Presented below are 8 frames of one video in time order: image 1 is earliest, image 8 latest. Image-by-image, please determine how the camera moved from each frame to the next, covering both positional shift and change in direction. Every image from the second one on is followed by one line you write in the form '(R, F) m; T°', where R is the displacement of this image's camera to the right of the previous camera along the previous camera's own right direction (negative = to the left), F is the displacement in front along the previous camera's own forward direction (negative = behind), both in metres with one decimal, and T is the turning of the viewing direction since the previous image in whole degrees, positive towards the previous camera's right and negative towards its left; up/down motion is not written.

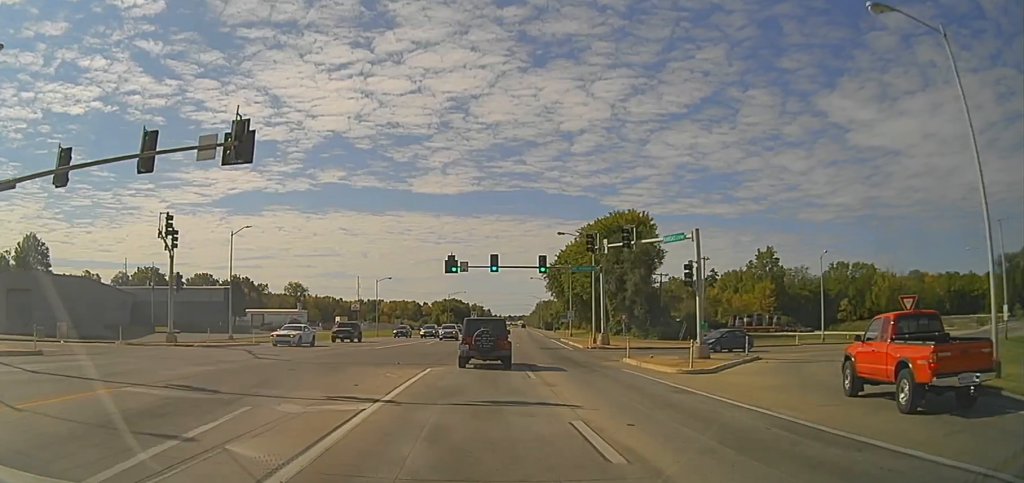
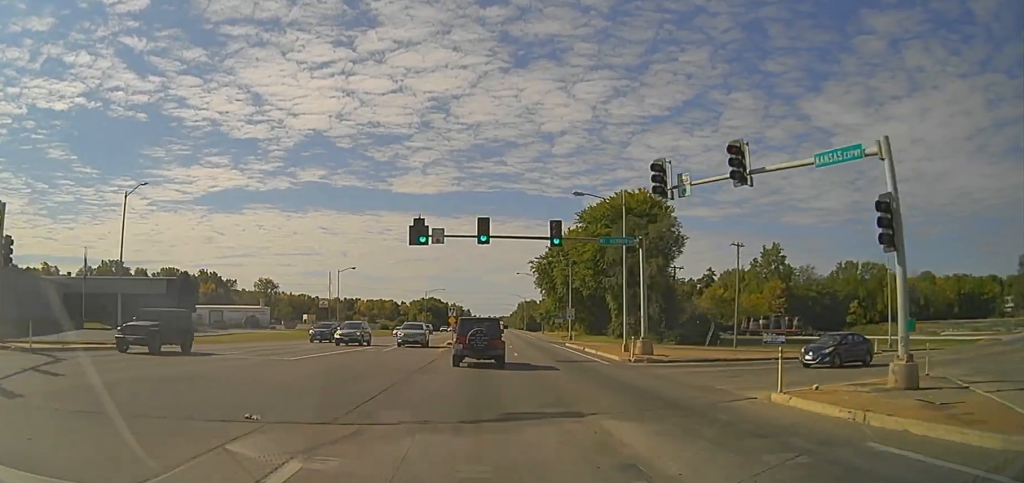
(+0.2, +15.5) m; +1°
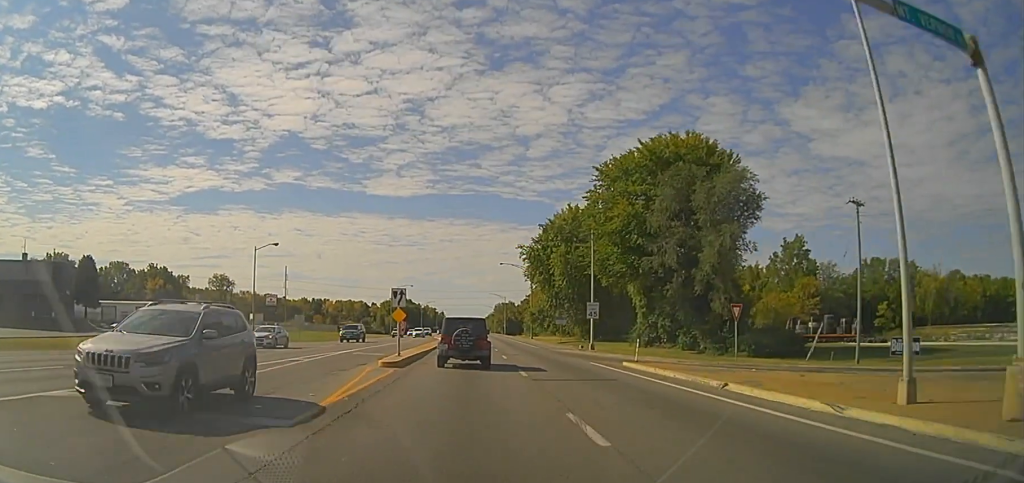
(+0.3, +26.2) m; +2°
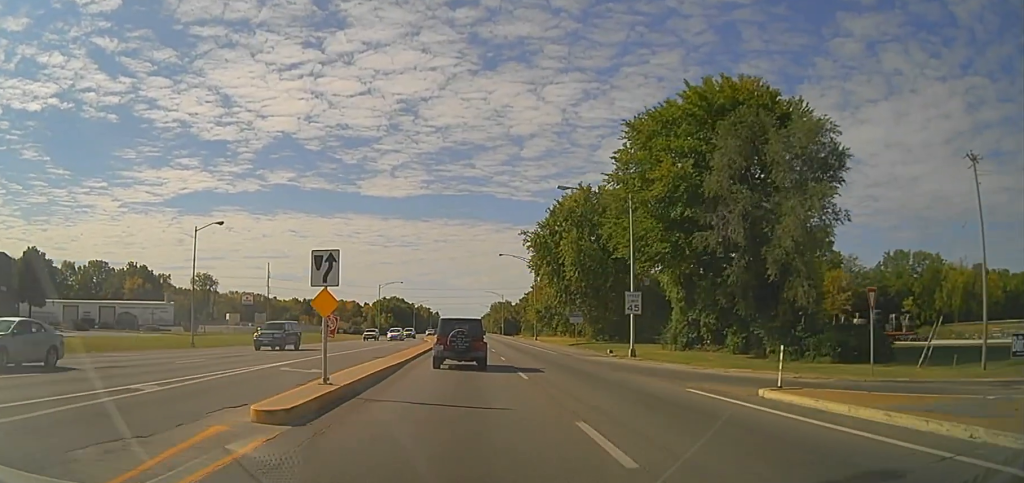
(+0.1, +13.4) m; +1°
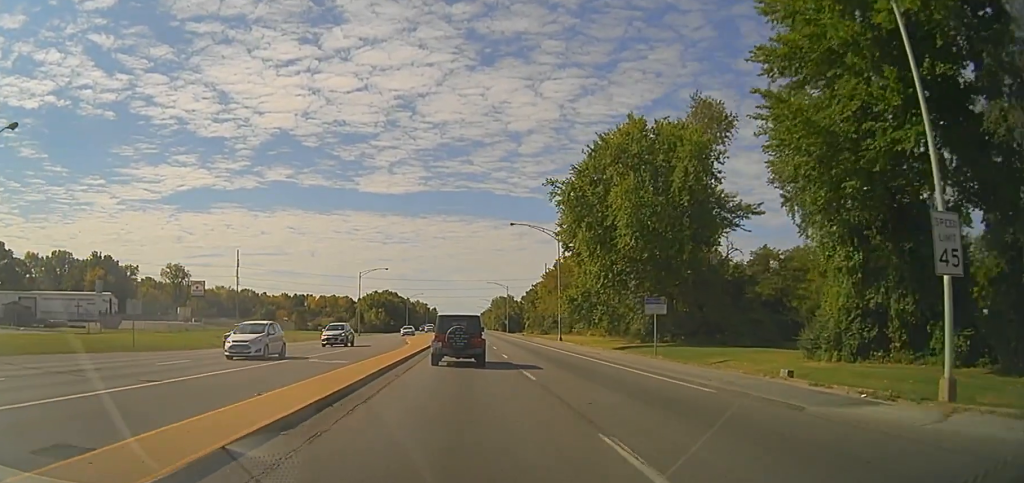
(+0.4, +26.2) m; +1°
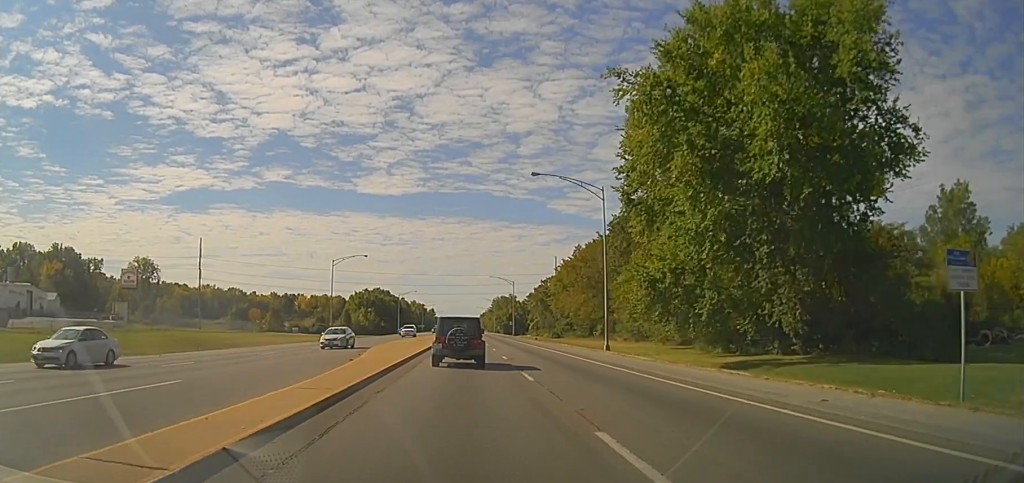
(+0.3, +24.7) m; 0°
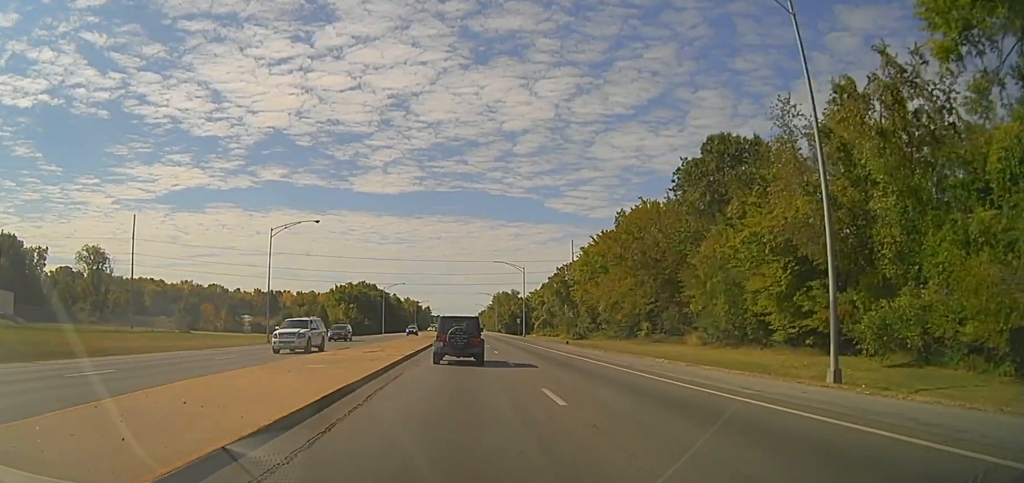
(-0.2, +31.2) m; 0°
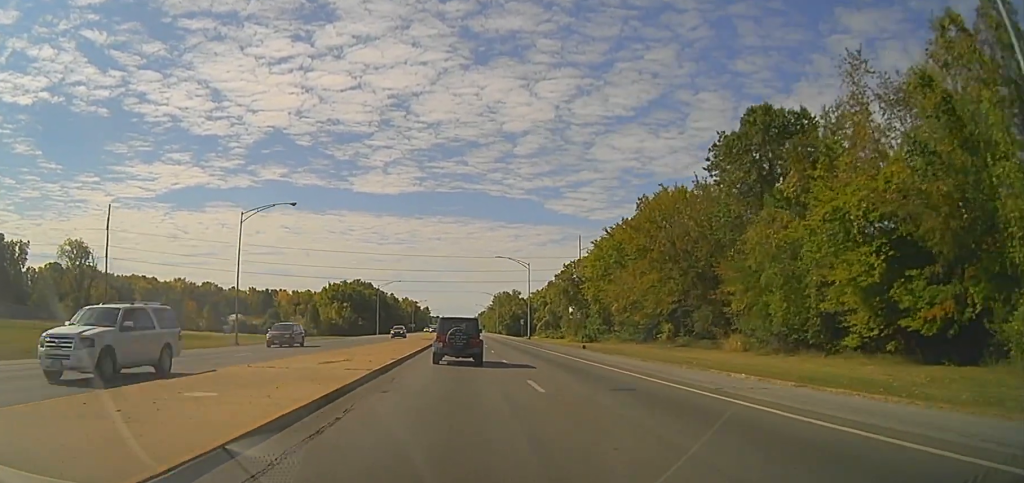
(+0.1, +9.6) m; +1°
